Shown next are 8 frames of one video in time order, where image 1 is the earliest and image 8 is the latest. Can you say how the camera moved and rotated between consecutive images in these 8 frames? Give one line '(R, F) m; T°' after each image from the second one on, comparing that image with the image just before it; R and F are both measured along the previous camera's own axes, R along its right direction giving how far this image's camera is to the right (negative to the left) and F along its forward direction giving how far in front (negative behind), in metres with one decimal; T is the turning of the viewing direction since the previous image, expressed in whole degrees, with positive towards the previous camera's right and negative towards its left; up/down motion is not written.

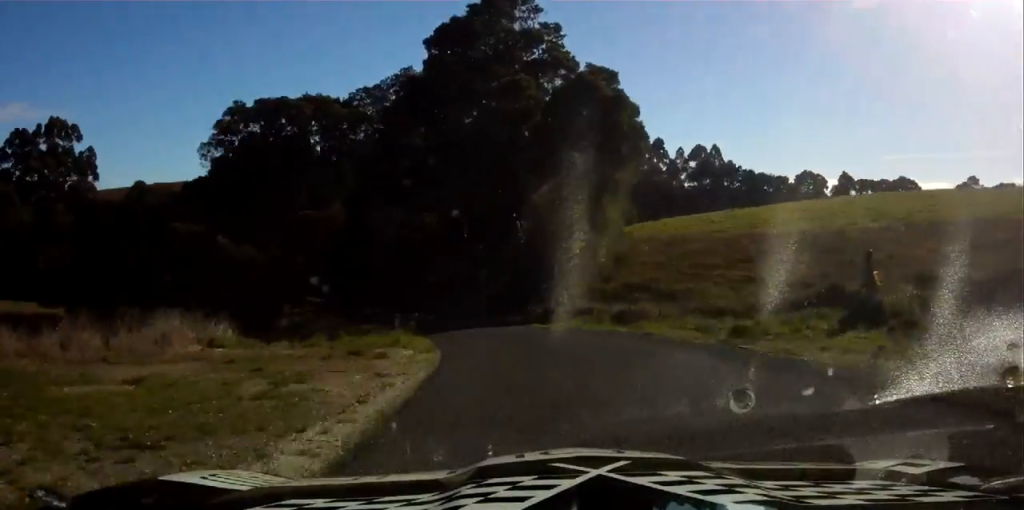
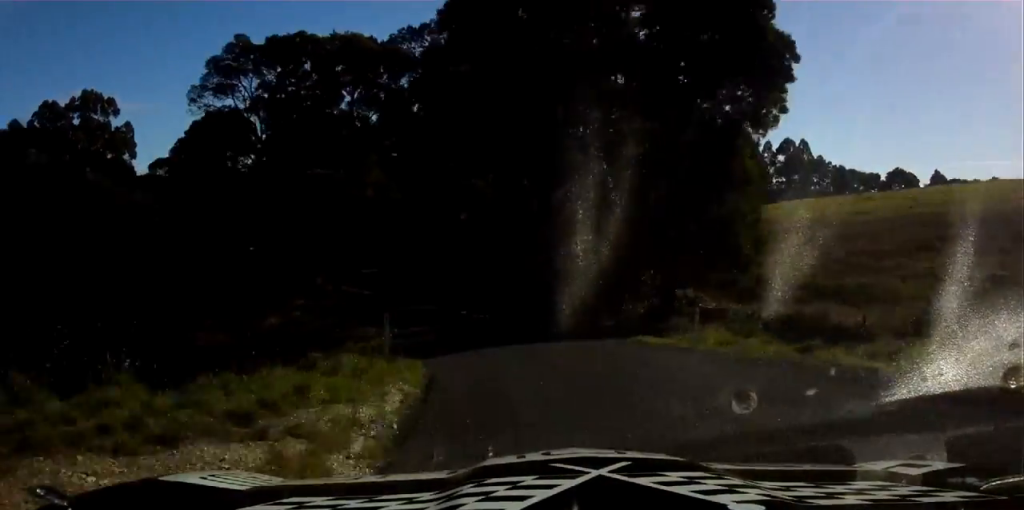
(-0.2, +17.0) m; -4°
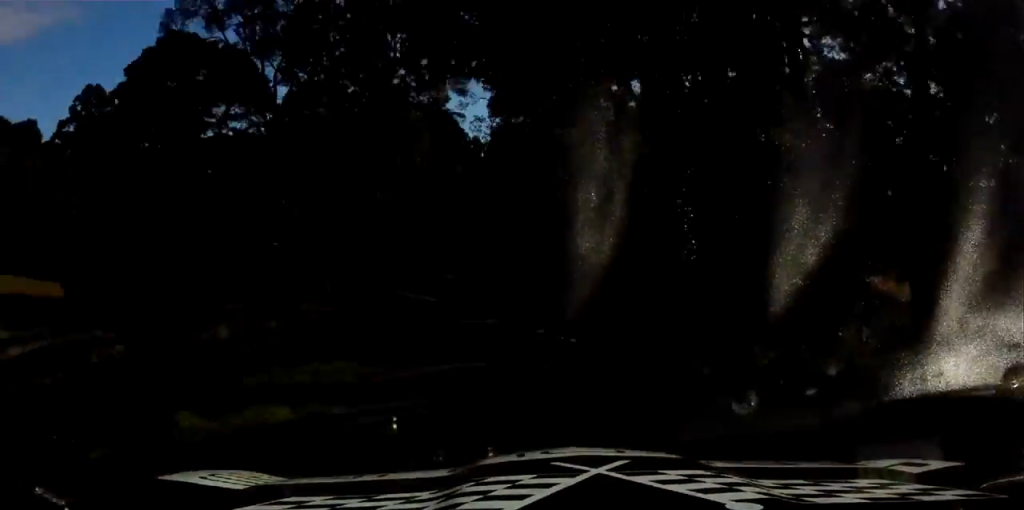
(-1.8, +16.6) m; -3°
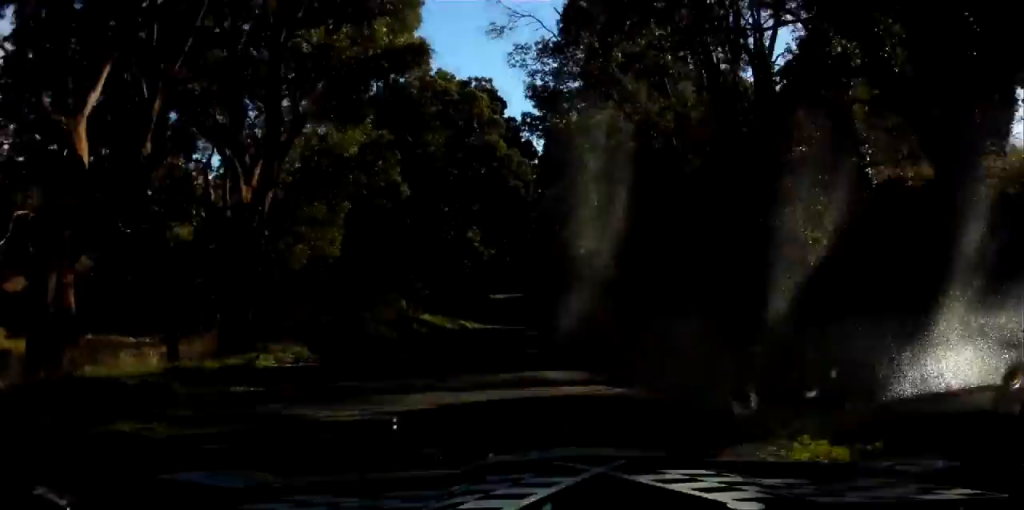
(-1.2, +23.6) m; -2°
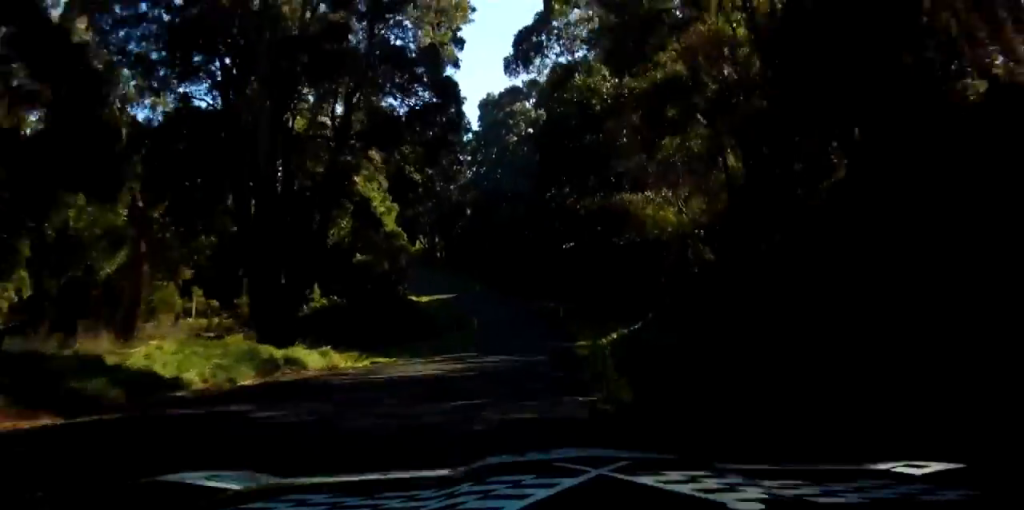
(+0.1, +37.2) m; +4°
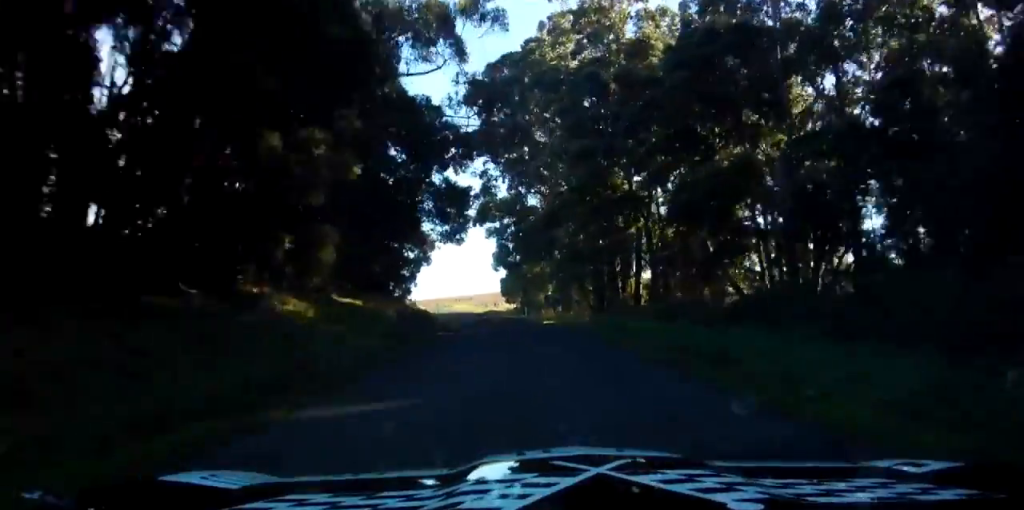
(-16.5, +116.6) m; -13°
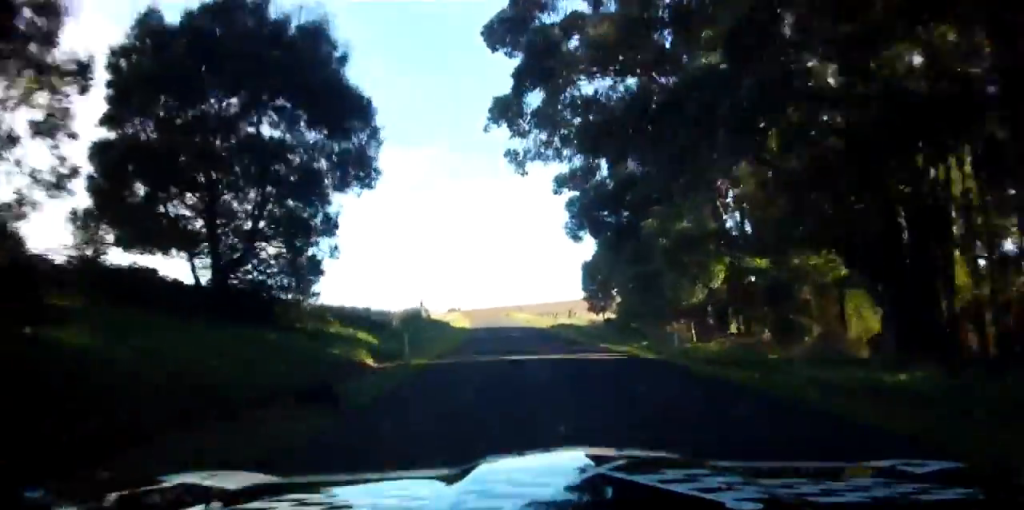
(+0.2, +45.2) m; -11°
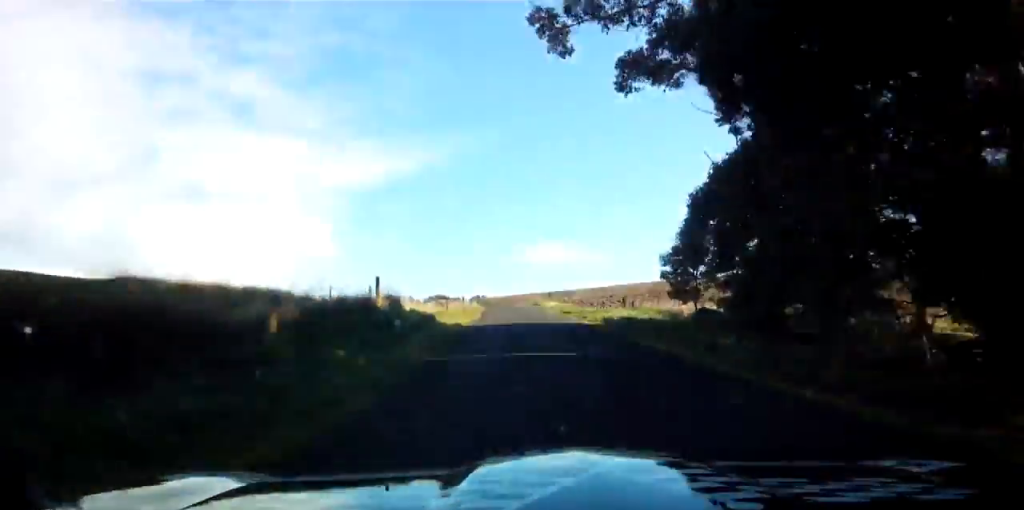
(-3.8, +22.8) m; -7°
